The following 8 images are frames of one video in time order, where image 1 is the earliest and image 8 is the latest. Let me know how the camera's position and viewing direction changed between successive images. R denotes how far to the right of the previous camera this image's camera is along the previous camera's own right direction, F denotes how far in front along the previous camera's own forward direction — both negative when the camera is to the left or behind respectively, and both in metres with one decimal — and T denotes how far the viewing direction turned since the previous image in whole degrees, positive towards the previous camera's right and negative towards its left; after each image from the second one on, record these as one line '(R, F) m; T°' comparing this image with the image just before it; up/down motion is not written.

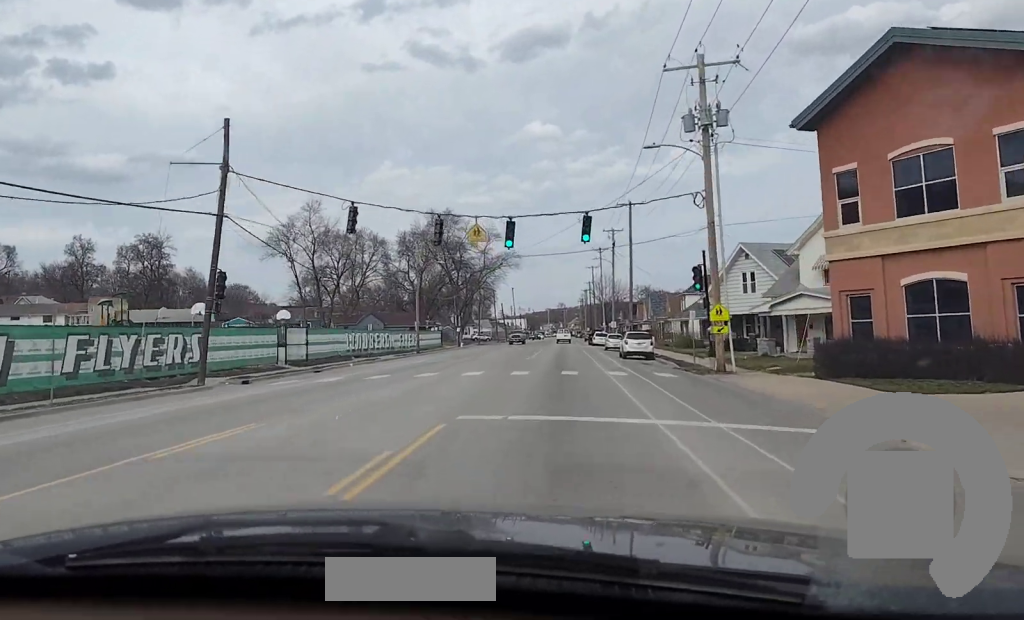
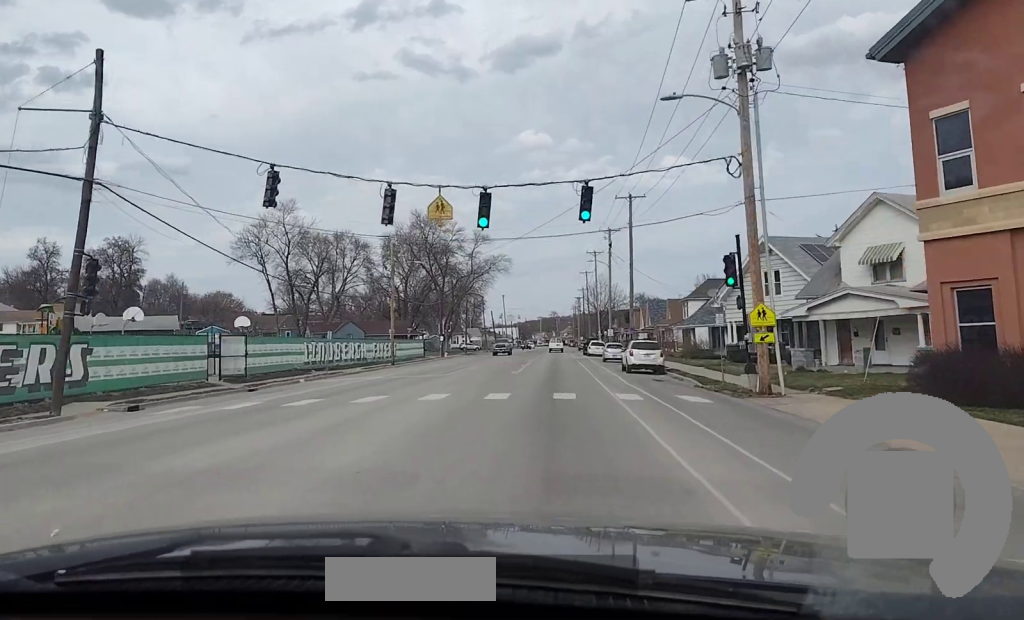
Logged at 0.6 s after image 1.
(0.0, +8.5) m; 0°
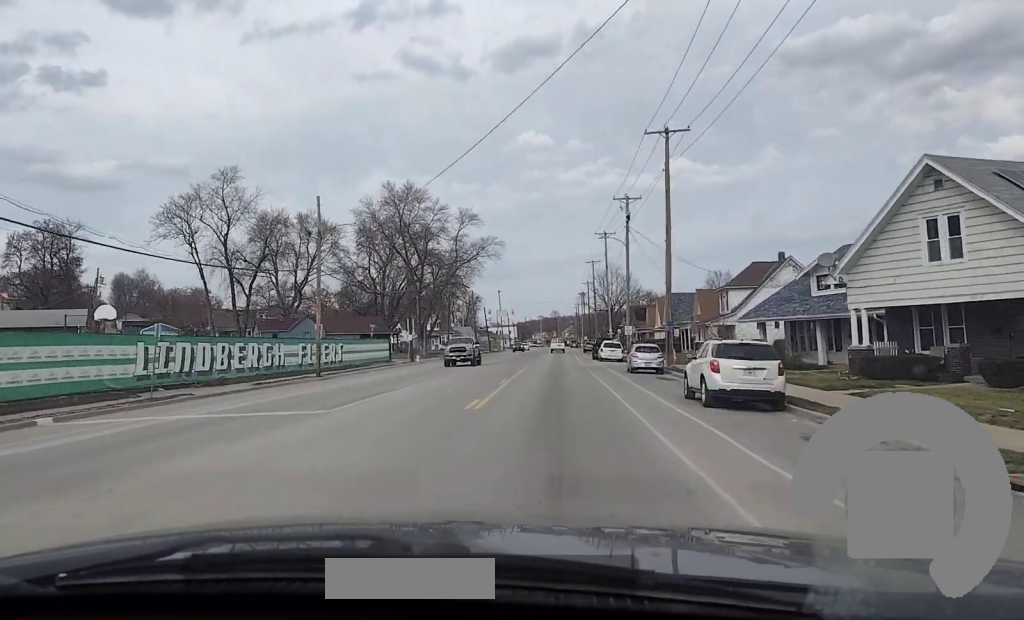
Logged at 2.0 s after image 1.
(+0.1, +21.9) m; 0°
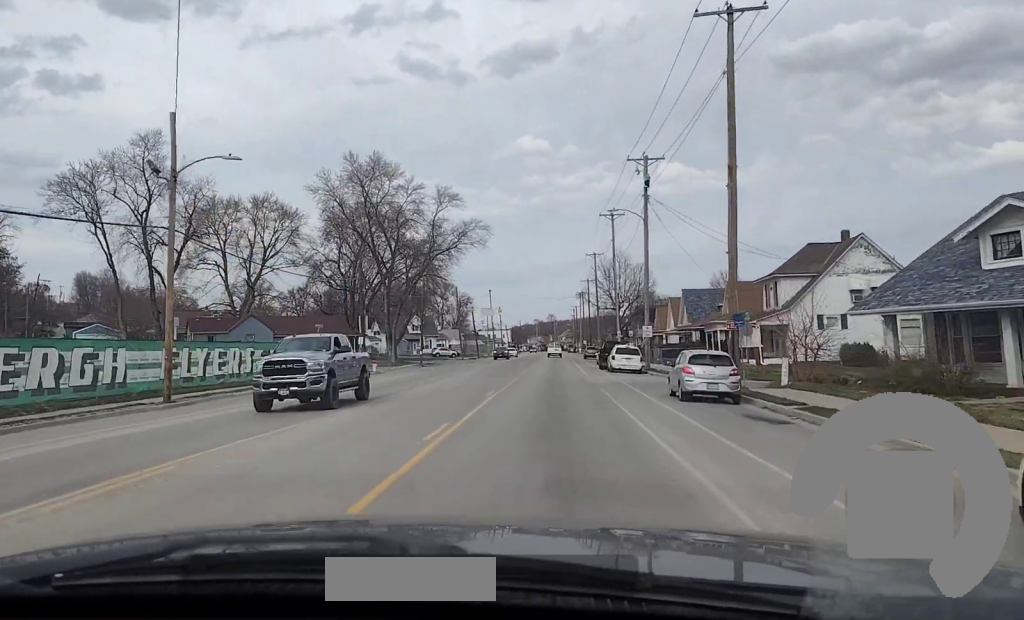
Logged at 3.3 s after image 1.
(-0.1, +17.9) m; 0°
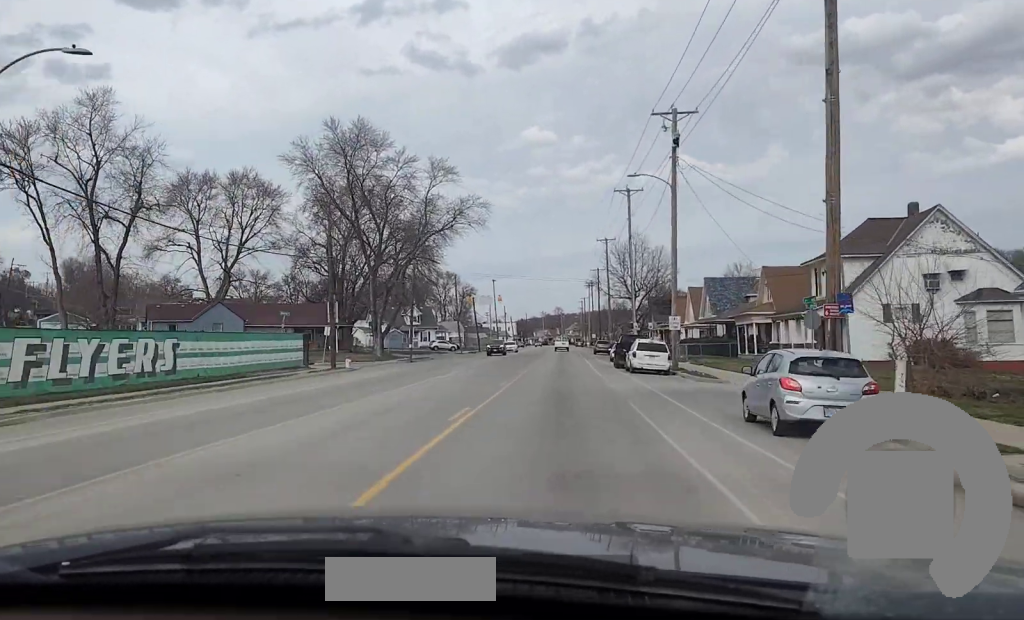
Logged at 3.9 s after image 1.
(0.0, +10.0) m; 0°
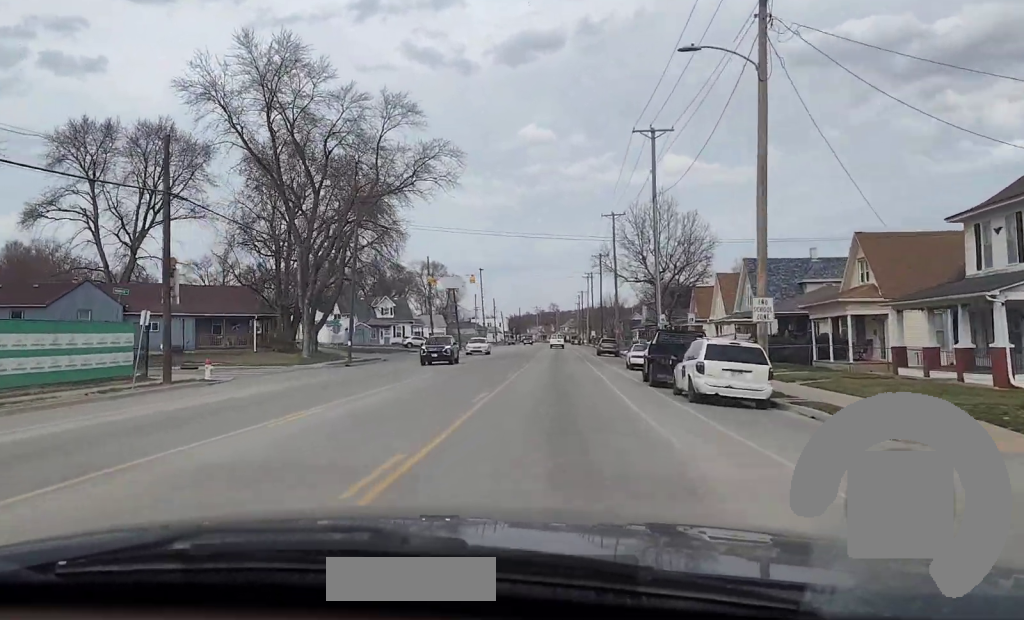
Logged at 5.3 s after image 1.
(+0.1, +20.6) m; +1°
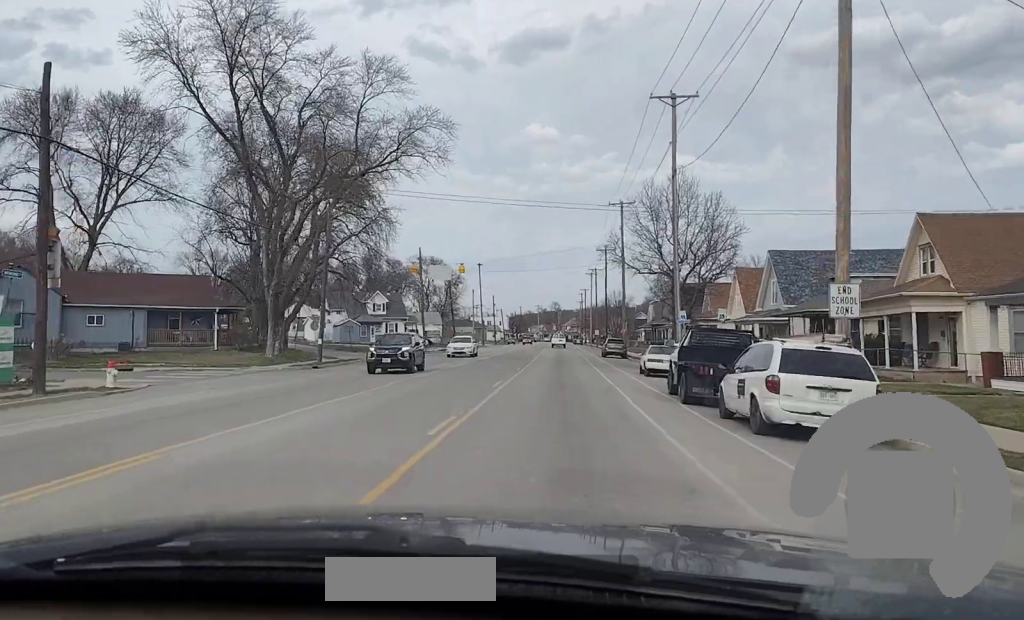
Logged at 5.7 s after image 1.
(0.0, +6.6) m; 0°
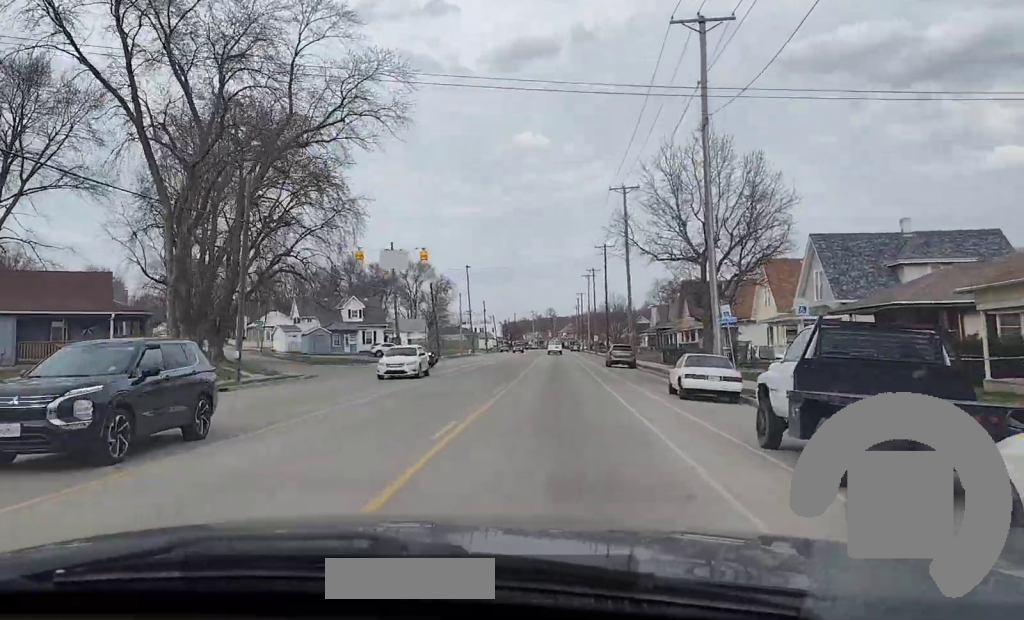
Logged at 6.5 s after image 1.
(0.0, +11.7) m; 0°
